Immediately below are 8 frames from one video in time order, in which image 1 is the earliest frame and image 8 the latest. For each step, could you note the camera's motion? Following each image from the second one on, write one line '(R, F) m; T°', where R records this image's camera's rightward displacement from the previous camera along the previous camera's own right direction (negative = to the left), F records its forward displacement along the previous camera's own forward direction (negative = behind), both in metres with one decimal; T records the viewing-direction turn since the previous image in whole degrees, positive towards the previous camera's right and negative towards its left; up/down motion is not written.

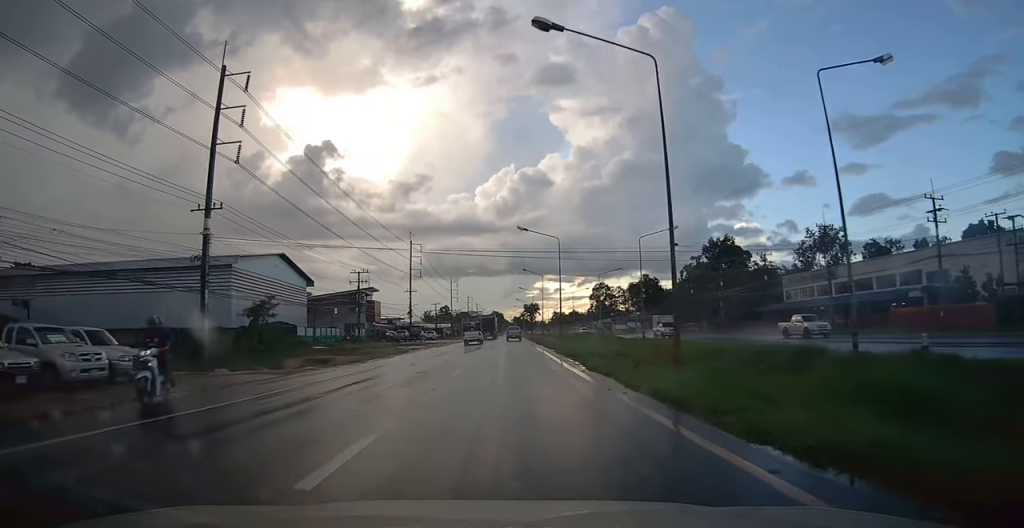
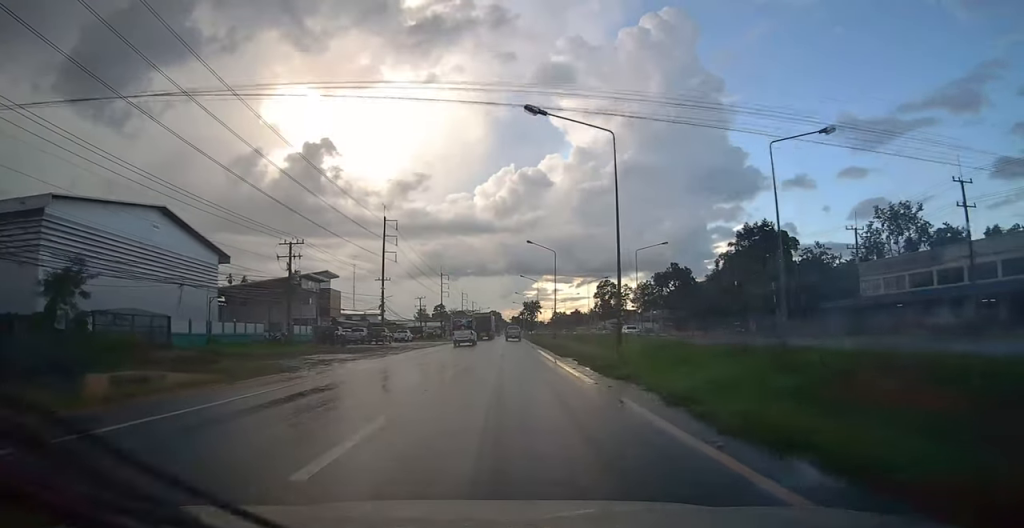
(+0.1, +23.8) m; 0°
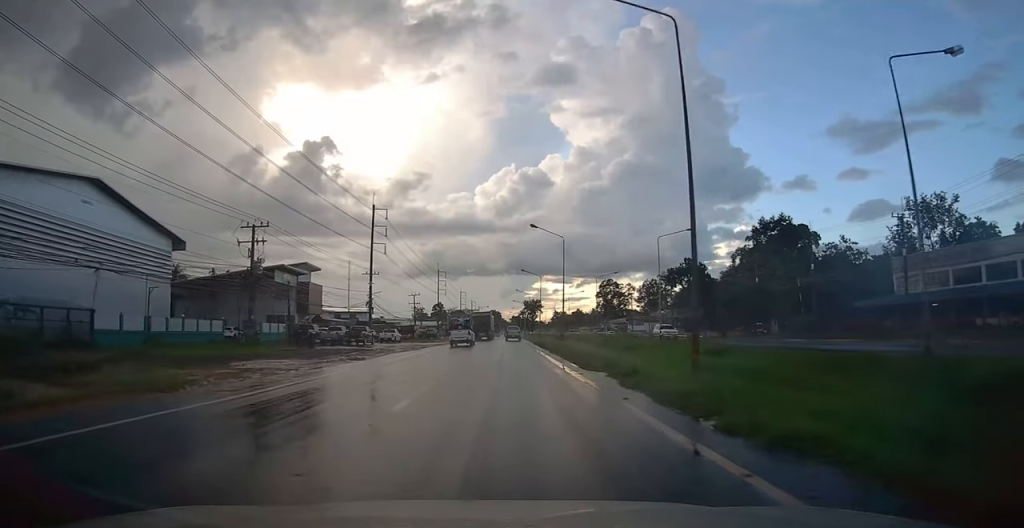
(0.0, +8.1) m; 0°
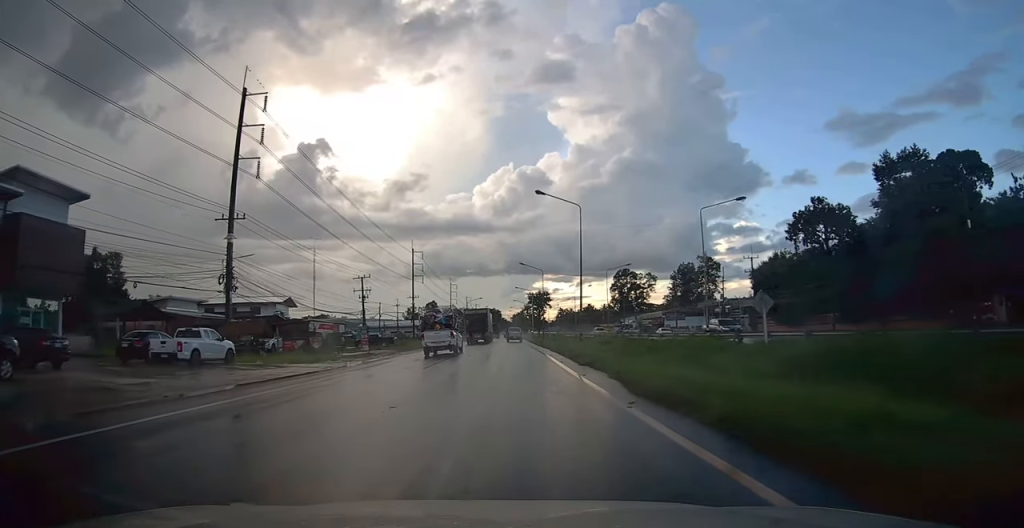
(-0.4, +43.5) m; 0°
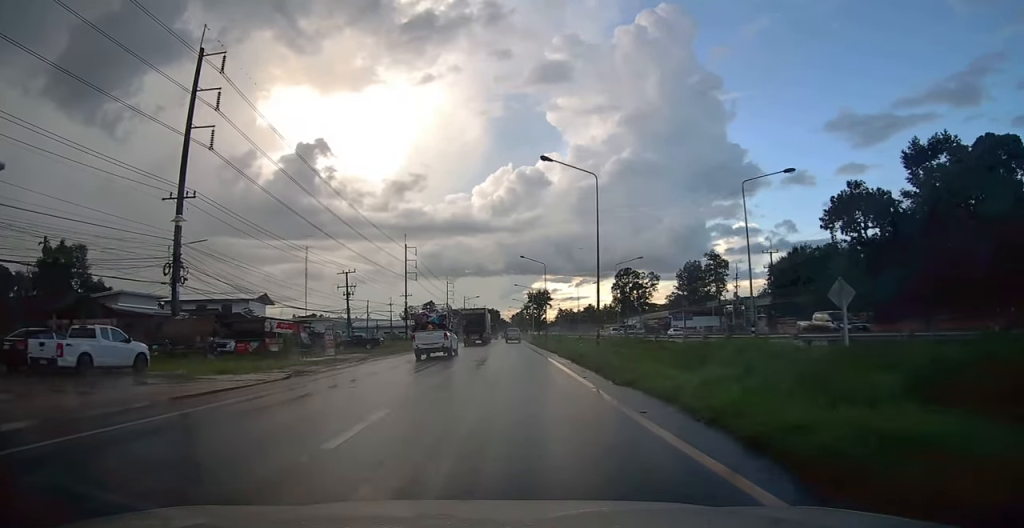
(0.0, +7.0) m; 0°
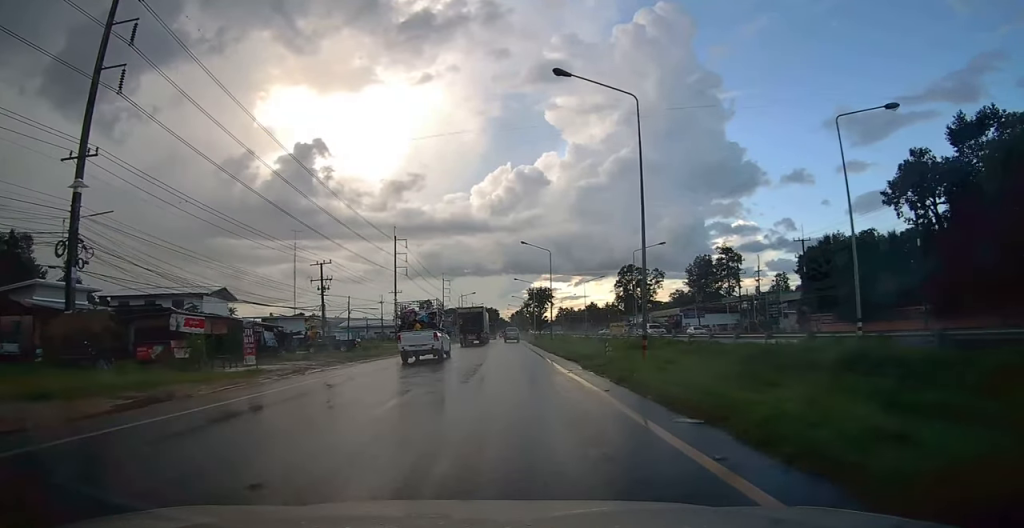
(+0.2, +9.4) m; 0°
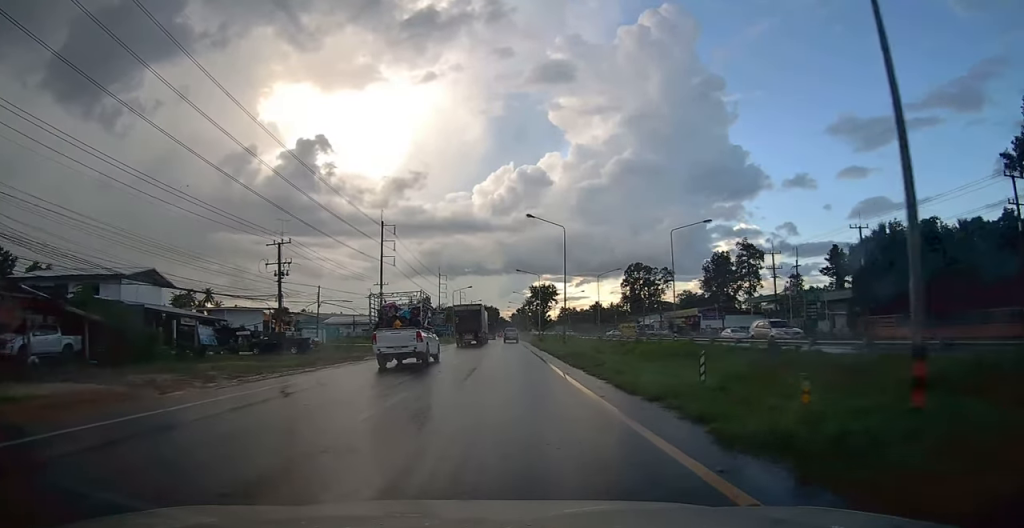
(0.0, +12.5) m; 0°
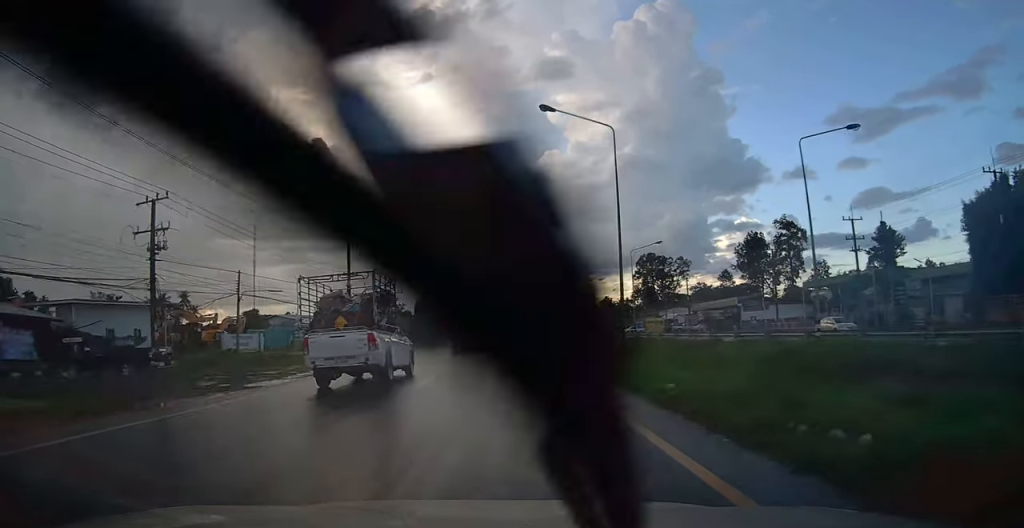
(-0.2, +19.5) m; -1°
